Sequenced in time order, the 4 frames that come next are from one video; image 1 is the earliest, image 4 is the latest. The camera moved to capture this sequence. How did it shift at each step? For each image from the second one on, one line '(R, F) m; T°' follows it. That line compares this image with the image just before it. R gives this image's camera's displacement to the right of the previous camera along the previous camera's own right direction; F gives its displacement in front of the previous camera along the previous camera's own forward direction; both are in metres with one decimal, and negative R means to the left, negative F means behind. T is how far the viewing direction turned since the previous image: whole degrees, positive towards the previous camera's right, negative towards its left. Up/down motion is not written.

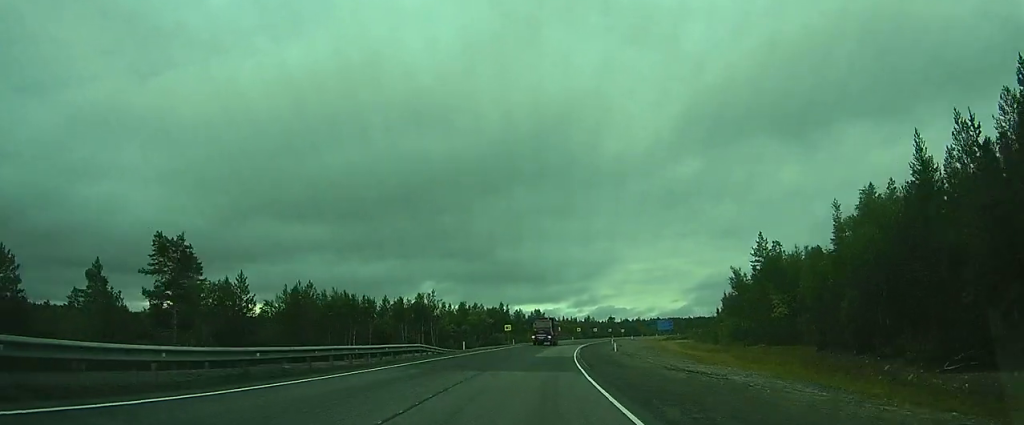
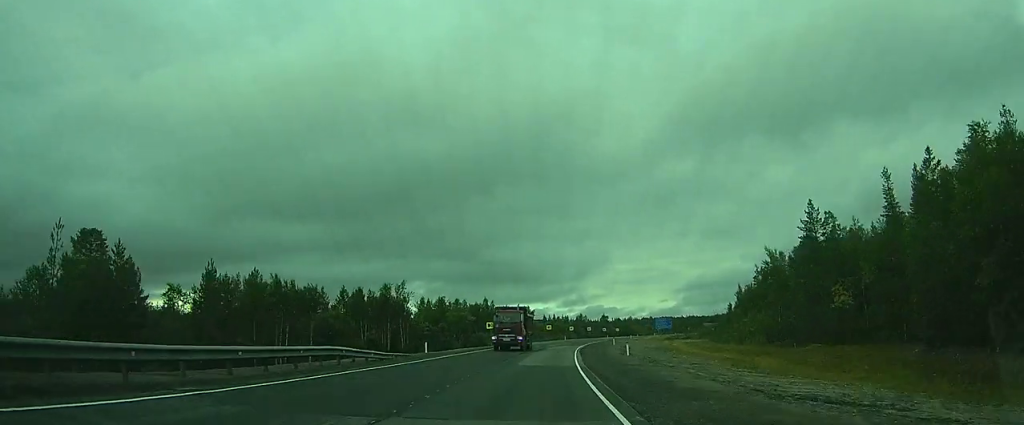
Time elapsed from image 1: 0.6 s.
(0.0, +12.5) m; 0°
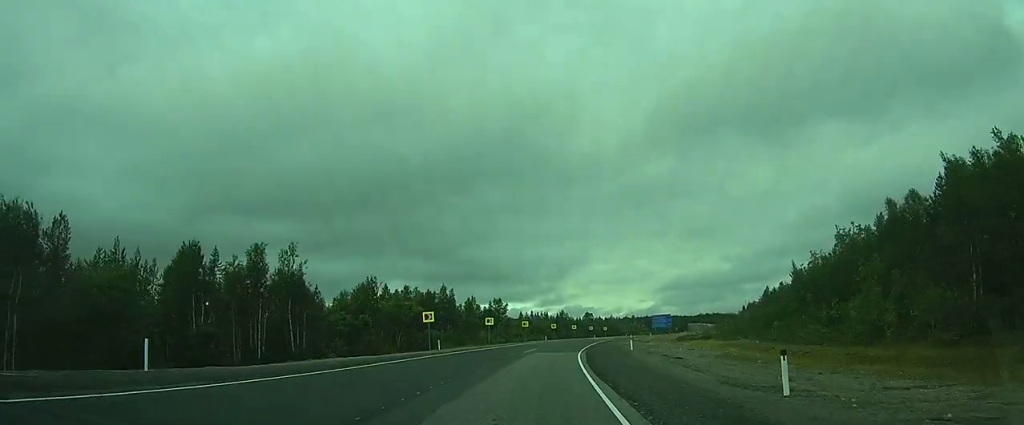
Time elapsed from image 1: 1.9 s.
(0.0, +26.8) m; +1°
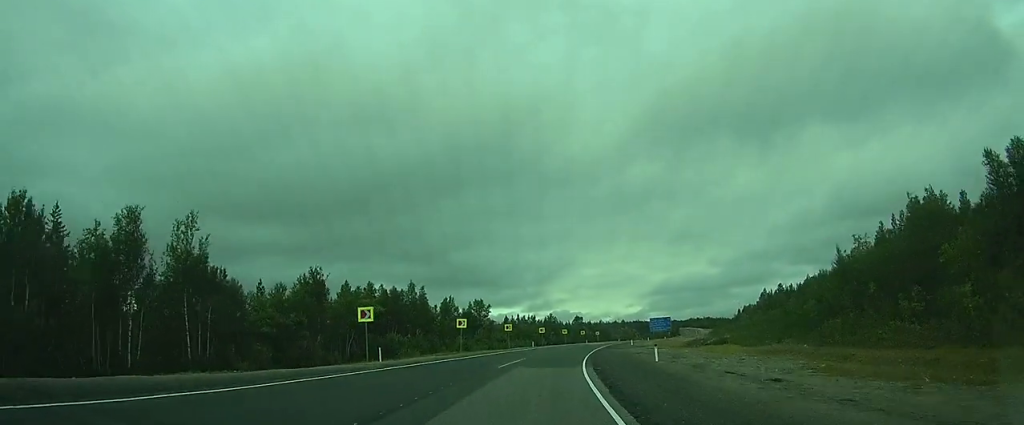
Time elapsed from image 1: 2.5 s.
(0.0, +12.9) m; +1°
